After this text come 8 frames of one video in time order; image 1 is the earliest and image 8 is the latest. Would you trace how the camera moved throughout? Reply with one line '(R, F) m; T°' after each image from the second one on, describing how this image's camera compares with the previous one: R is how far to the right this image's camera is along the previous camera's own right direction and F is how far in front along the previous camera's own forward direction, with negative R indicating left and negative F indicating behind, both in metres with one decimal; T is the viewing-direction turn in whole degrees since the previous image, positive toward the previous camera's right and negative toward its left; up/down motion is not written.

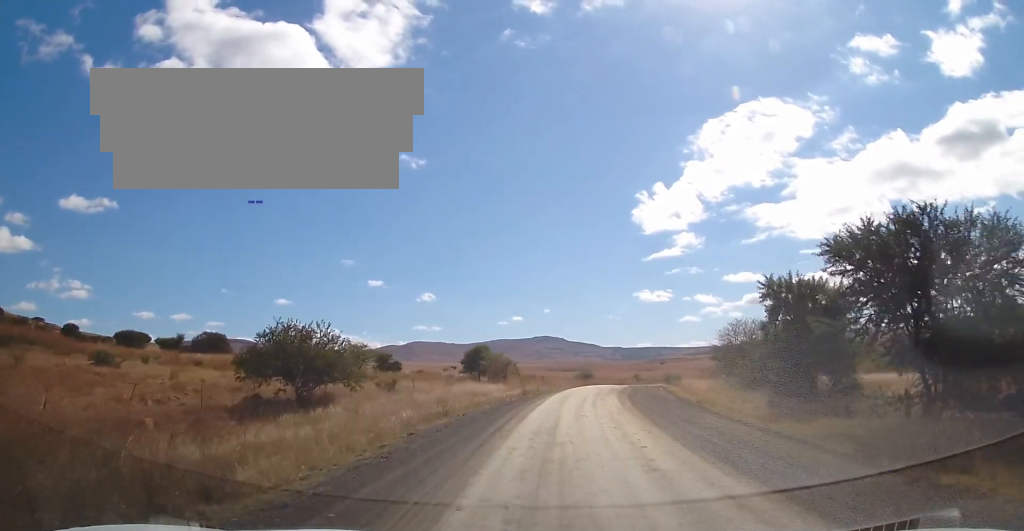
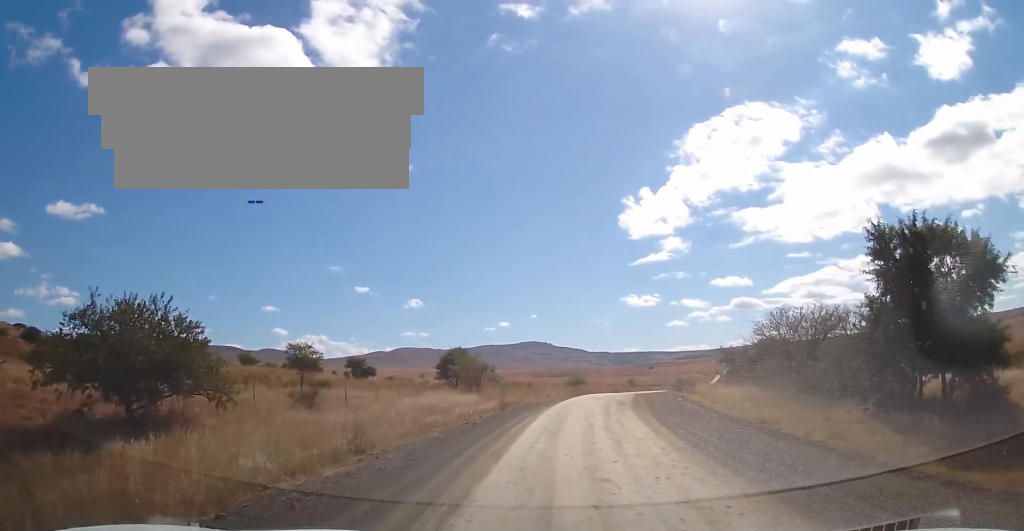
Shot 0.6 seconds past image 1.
(+0.1, +9.7) m; +1°
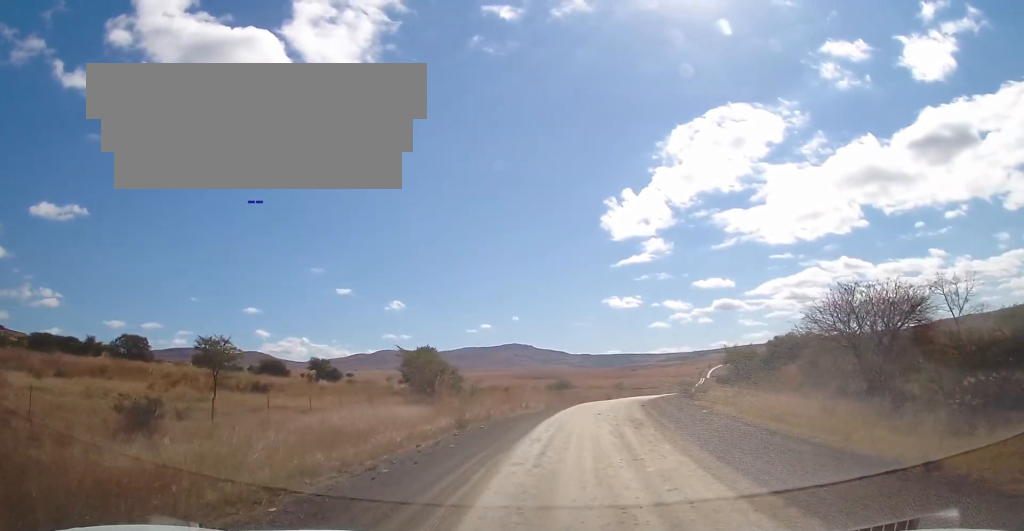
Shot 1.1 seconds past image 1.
(-0.1, +9.1) m; +2°
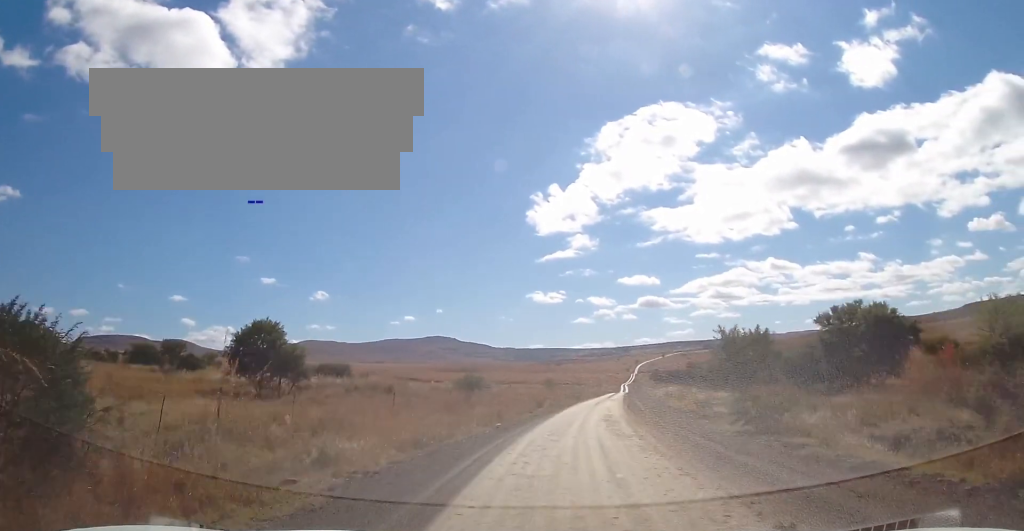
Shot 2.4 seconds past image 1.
(+1.3, +22.4) m; +9°
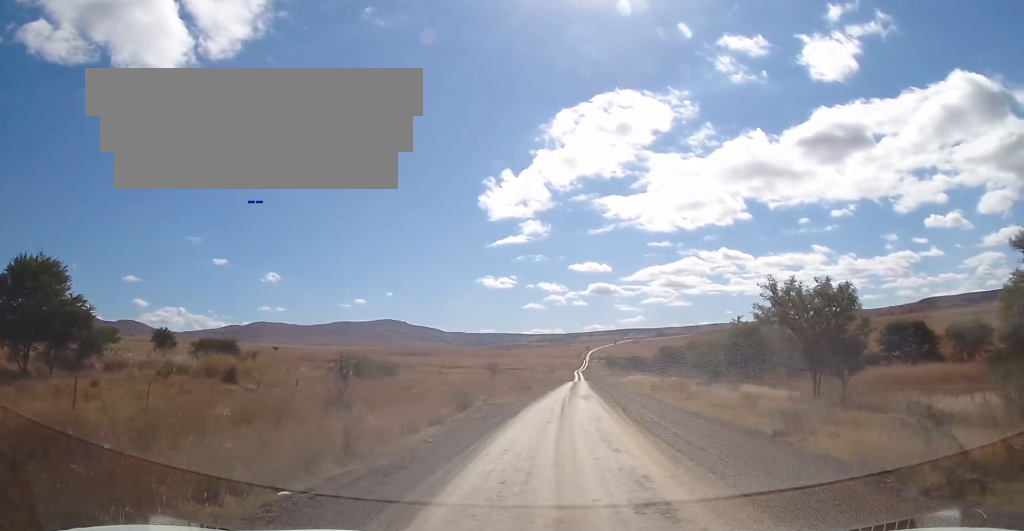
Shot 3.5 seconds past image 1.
(+1.2, +17.7) m; +5°
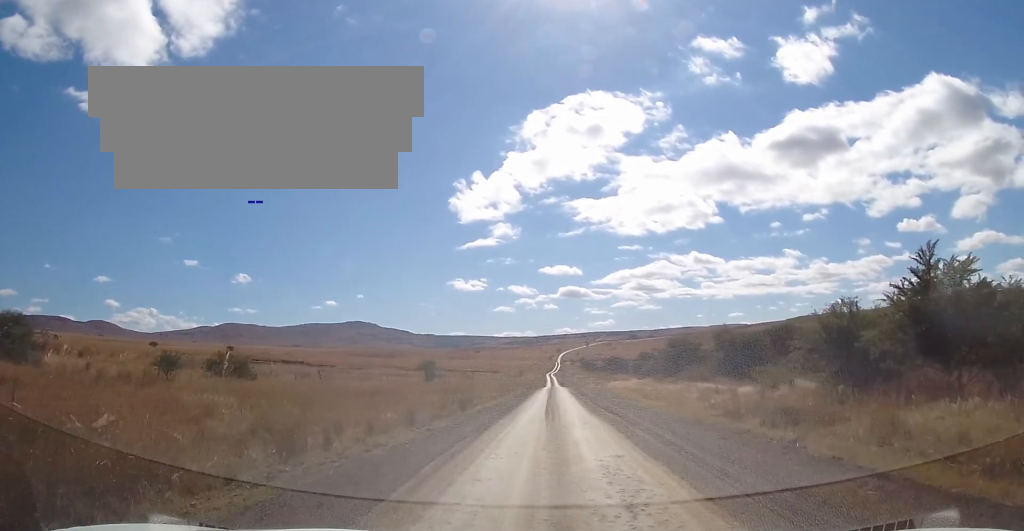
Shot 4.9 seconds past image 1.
(+0.6, +25.0) m; +2°
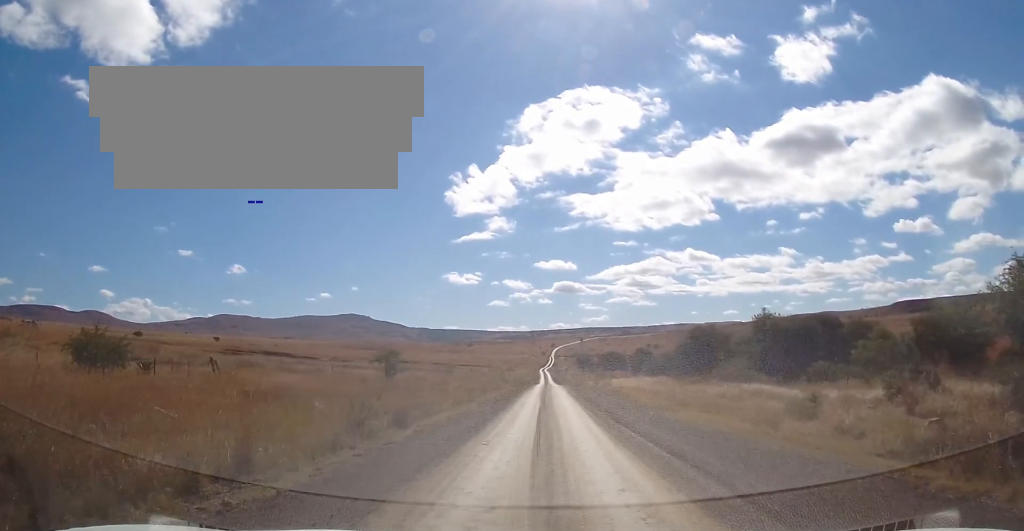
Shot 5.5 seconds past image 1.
(+0.2, +11.0) m; 0°
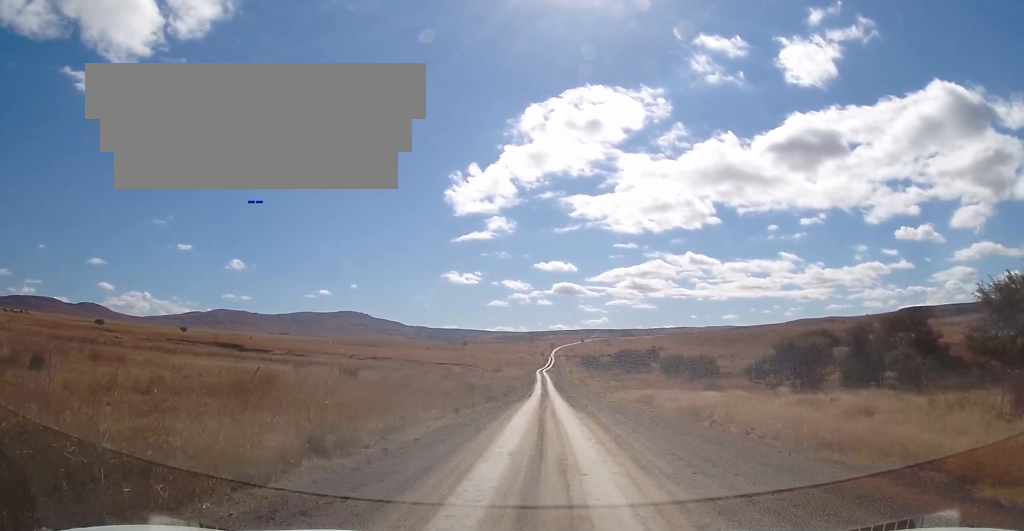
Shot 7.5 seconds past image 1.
(-0.6, +39.7) m; 0°
